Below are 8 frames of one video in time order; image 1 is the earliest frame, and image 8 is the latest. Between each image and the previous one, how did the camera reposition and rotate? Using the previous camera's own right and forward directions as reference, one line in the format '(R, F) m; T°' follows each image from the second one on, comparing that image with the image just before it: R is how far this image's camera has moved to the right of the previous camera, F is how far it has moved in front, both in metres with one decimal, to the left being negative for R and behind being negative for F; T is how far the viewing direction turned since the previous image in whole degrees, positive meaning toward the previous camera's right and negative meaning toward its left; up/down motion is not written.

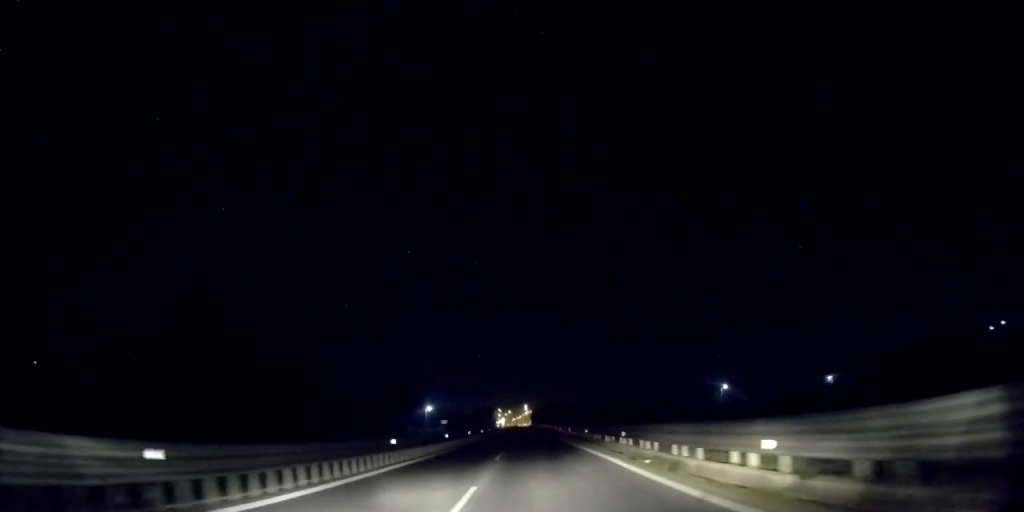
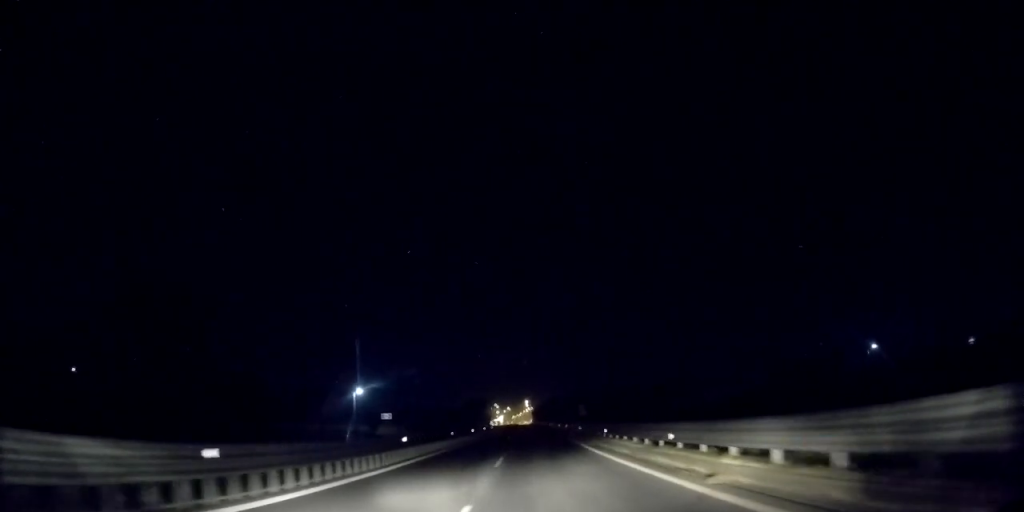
(-0.3, +52.9) m; -1°
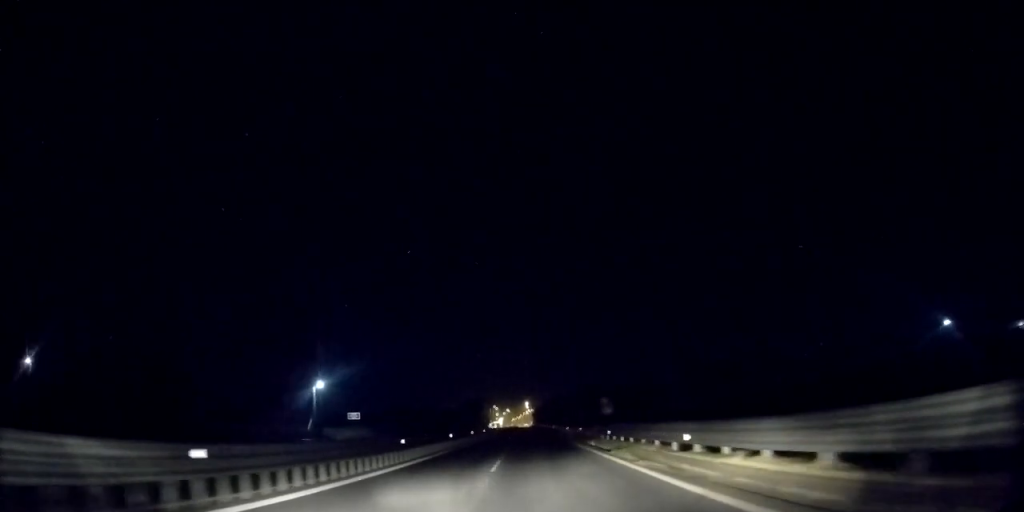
(+0.2, +13.7) m; 0°
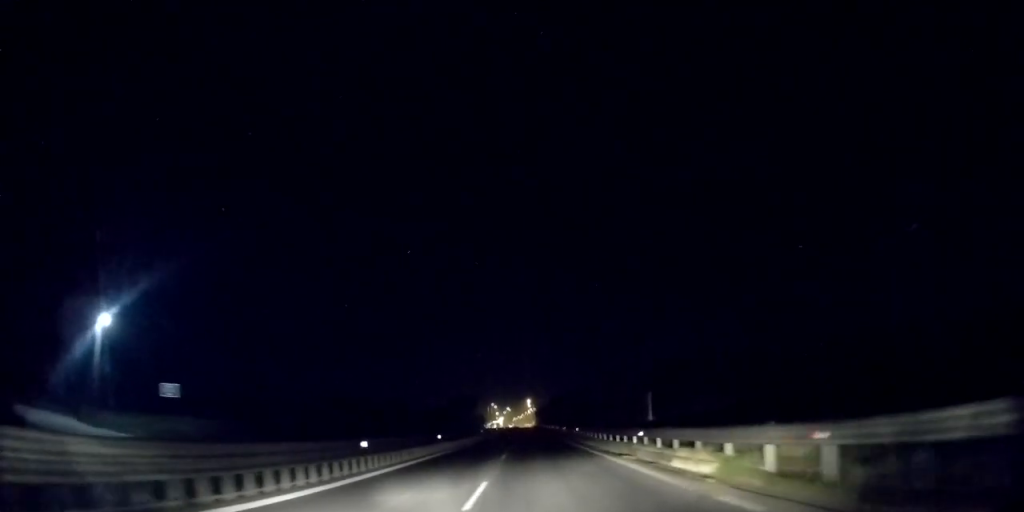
(-0.1, +32.5) m; 0°
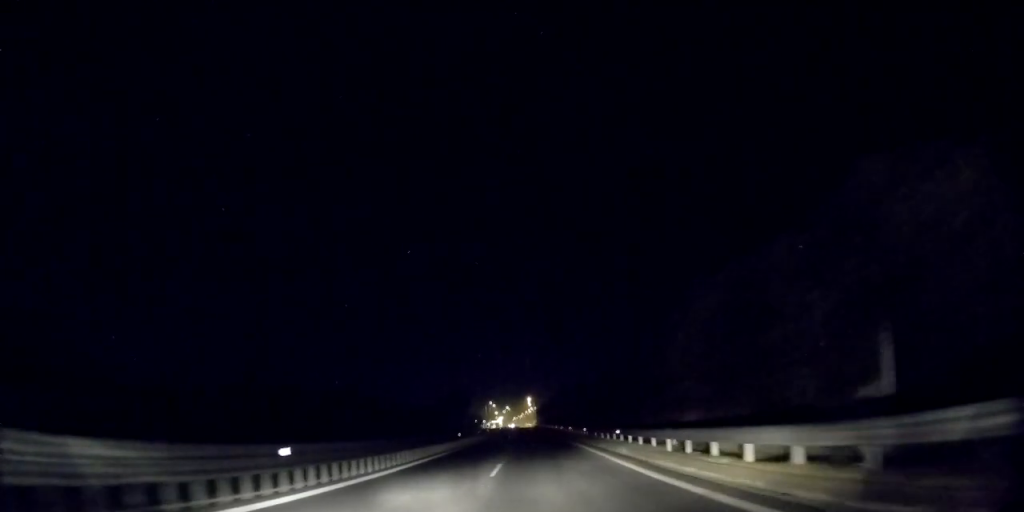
(+0.4, +18.9) m; 0°
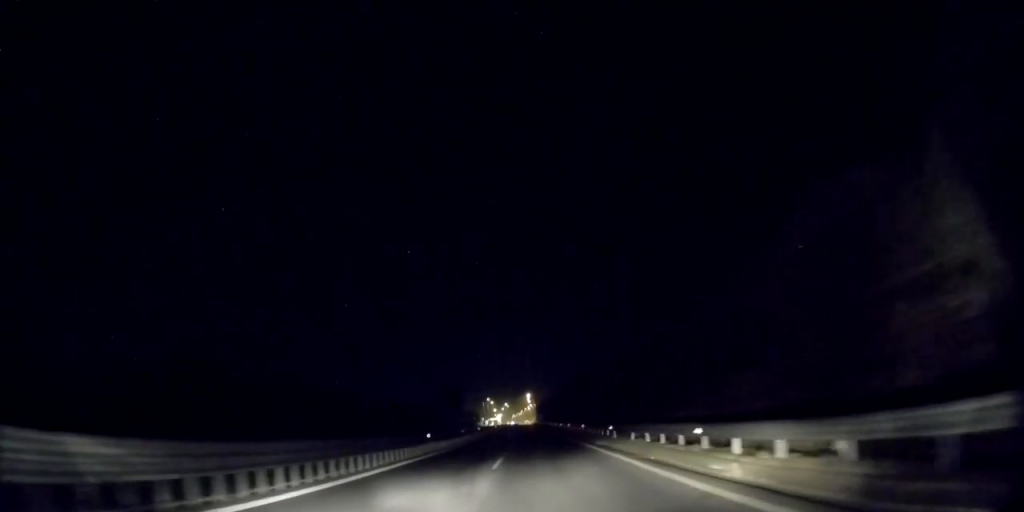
(-0.2, +11.4) m; 0°
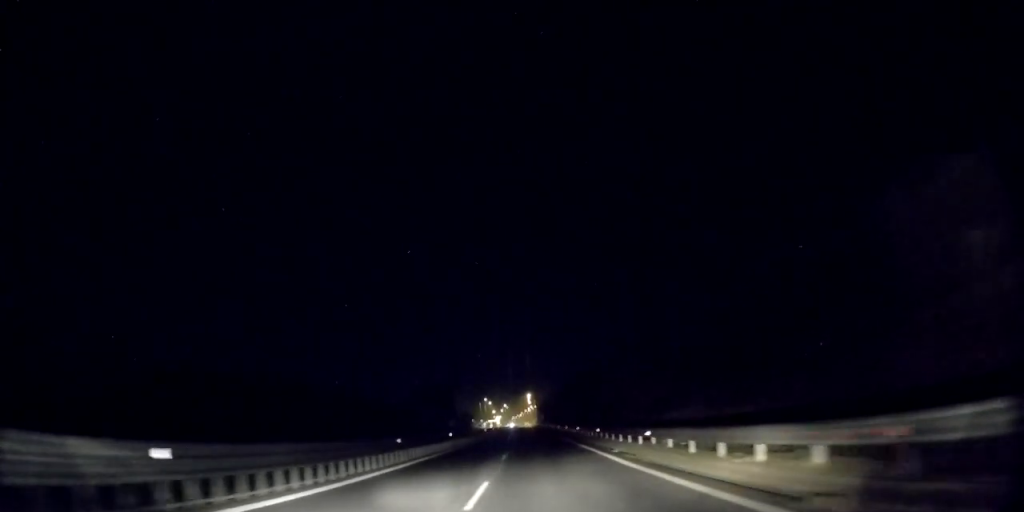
(-0.1, +19.5) m; 0°
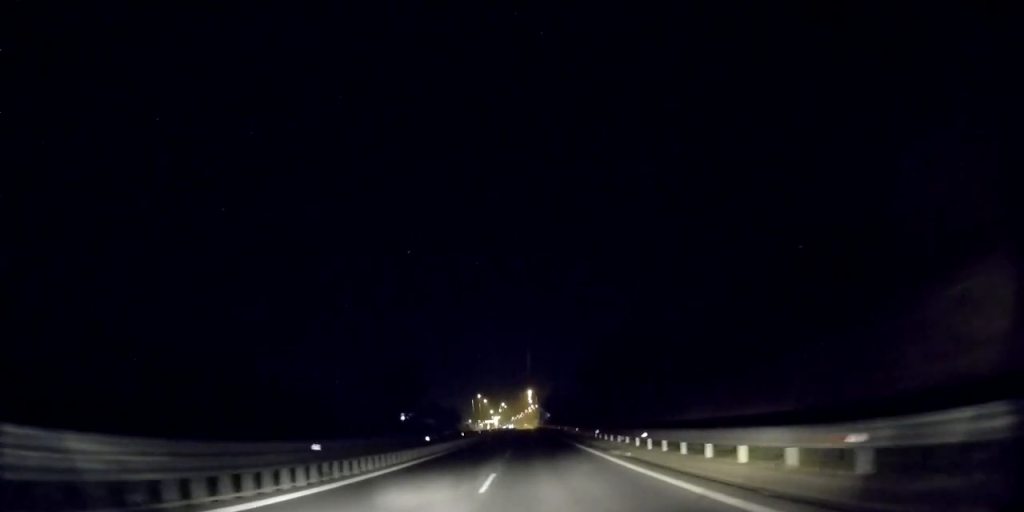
(+0.2, +35.0) m; 0°
